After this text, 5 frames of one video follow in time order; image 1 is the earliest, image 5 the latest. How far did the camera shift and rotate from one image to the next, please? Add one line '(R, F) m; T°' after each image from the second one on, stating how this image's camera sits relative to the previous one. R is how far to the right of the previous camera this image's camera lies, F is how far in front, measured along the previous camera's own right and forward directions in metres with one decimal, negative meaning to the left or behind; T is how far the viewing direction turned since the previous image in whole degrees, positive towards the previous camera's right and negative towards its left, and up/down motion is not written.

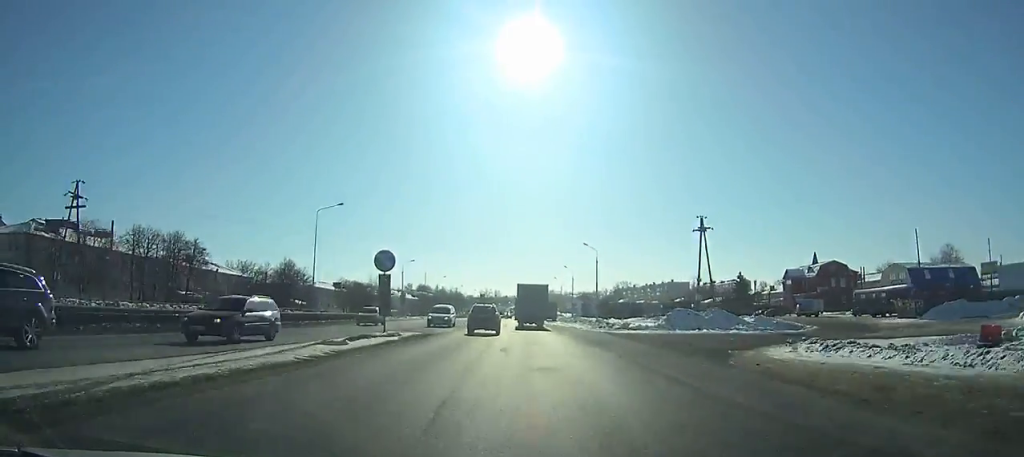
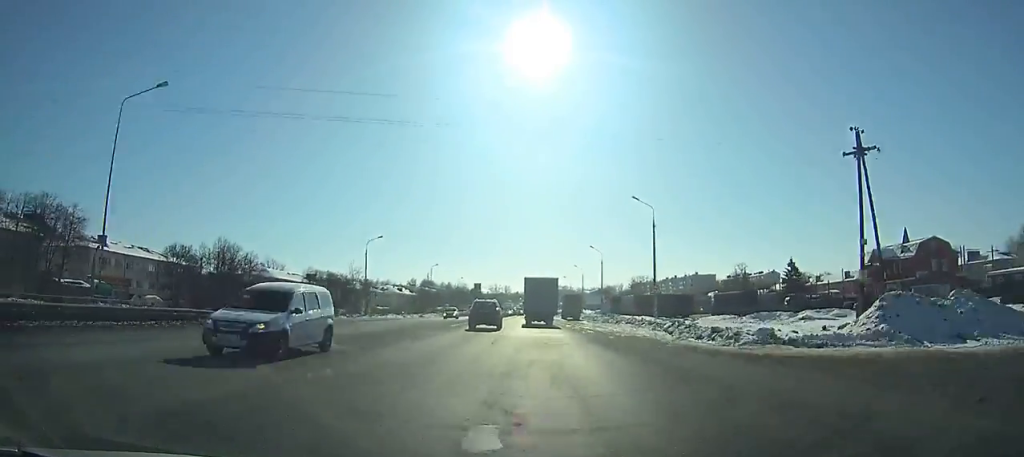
(+0.1, +30.7) m; 0°
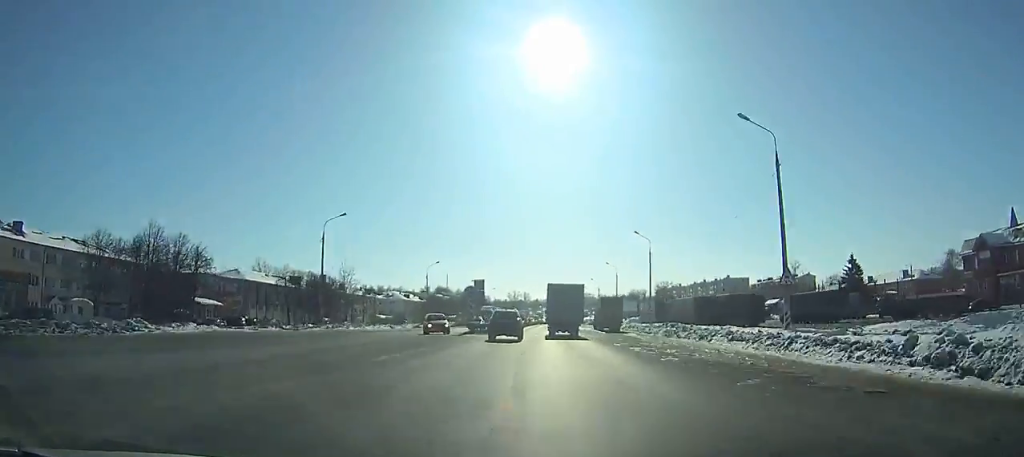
(-0.1, +23.1) m; 0°
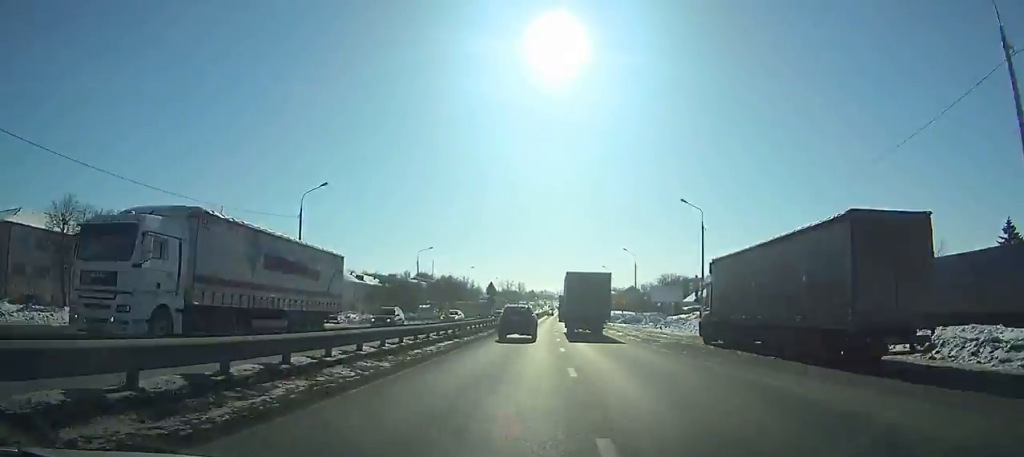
(-0.4, +53.4) m; 0°
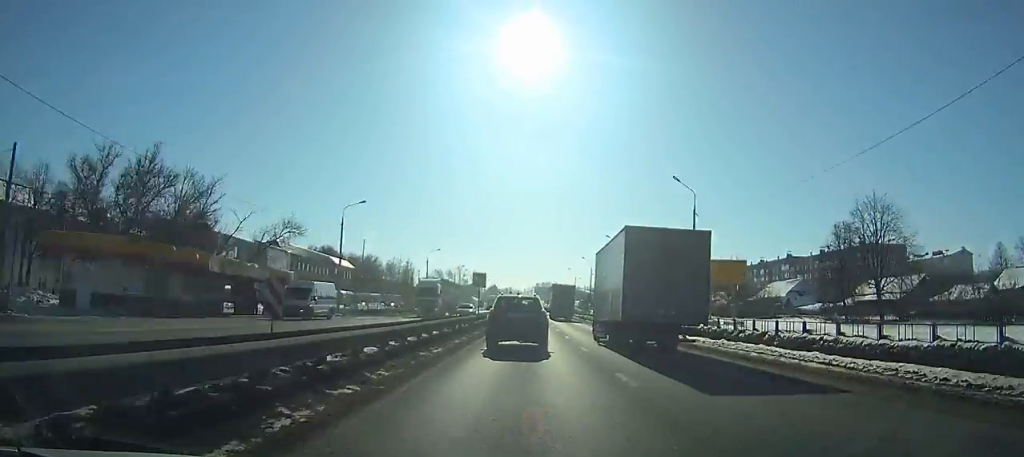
(+2.4, +112.6) m; +3°
